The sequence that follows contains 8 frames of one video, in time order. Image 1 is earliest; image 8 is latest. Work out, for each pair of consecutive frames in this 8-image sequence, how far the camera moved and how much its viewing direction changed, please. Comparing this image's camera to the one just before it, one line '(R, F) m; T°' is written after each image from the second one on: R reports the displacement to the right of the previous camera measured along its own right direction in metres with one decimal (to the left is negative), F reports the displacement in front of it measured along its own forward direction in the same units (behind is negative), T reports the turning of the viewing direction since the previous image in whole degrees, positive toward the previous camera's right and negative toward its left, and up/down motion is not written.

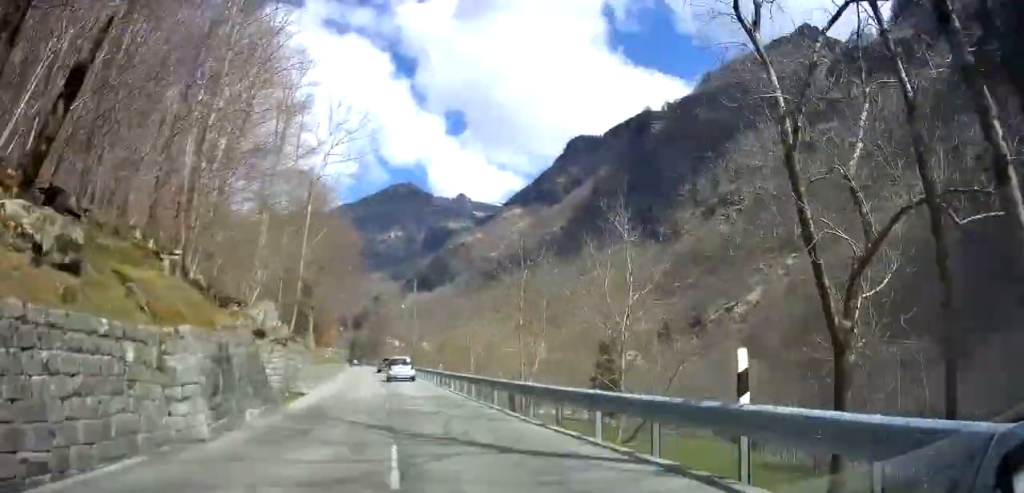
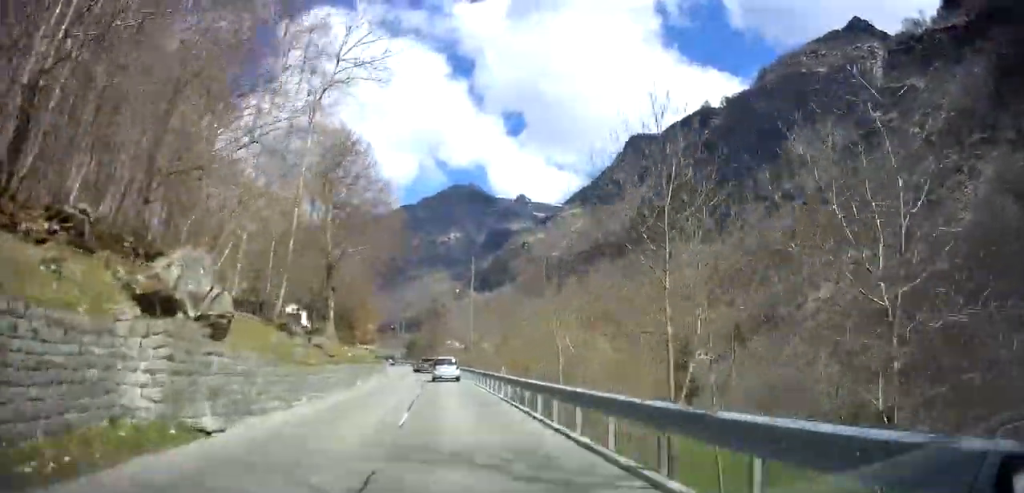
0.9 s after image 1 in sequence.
(-0.3, +11.7) m; -4°
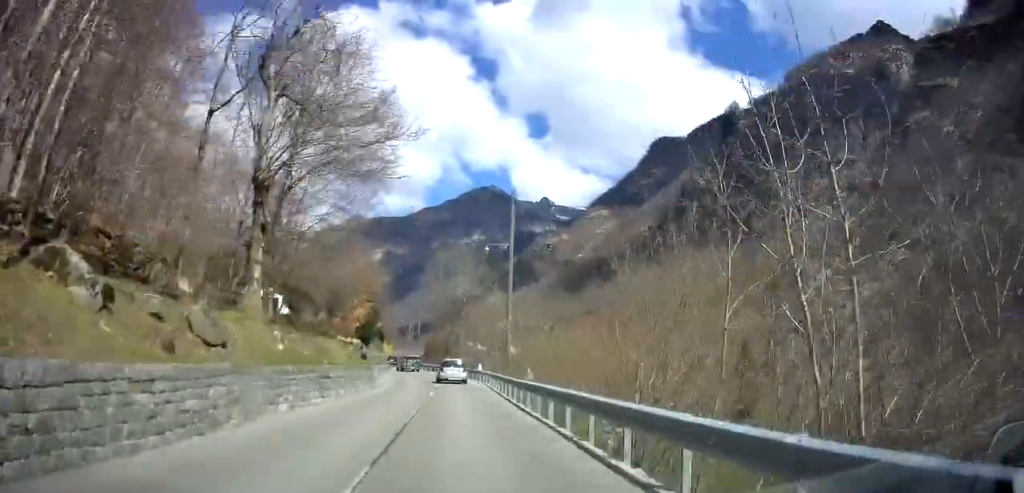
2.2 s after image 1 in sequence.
(-0.8, +16.3) m; -5°
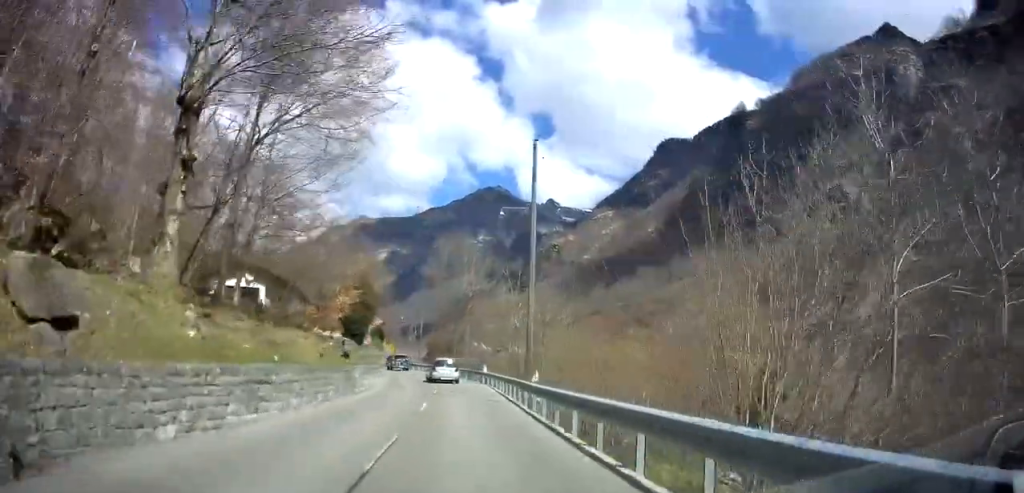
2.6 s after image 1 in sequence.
(-0.1, +6.3) m; -1°
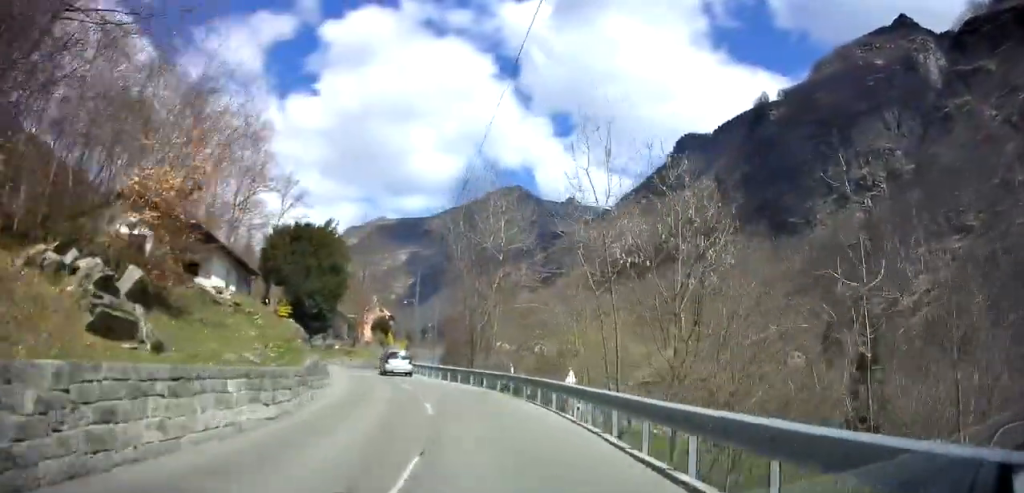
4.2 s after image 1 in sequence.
(-0.6, +20.3) m; -4°
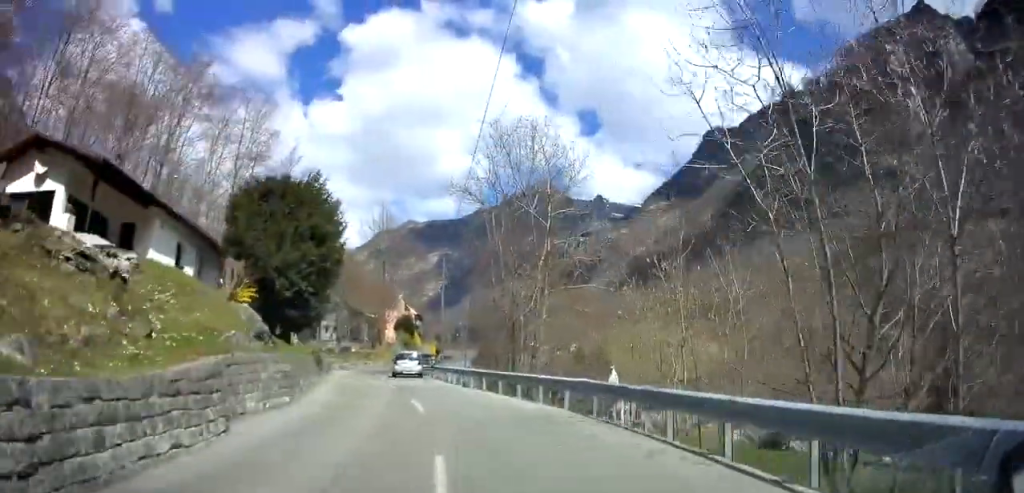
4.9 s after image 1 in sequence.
(-0.2, +9.0) m; -6°
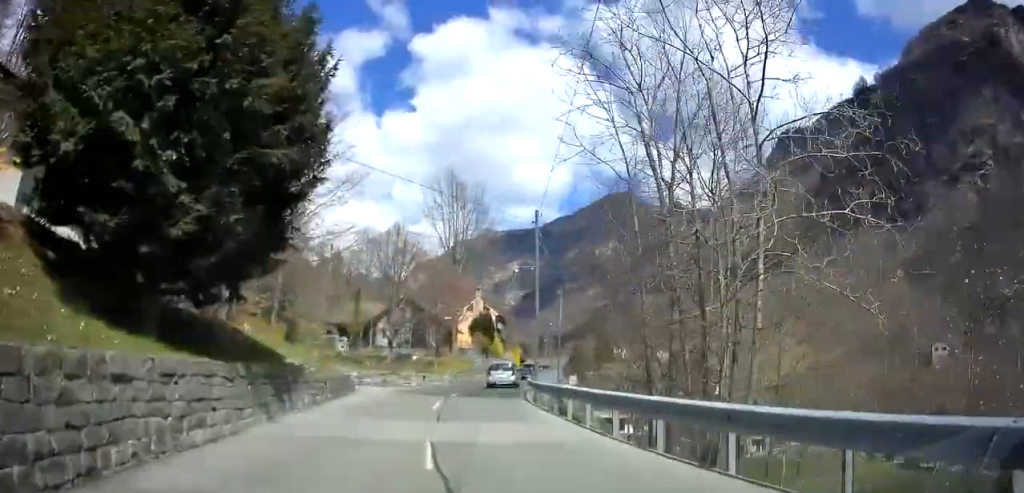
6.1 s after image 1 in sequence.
(-1.9, +15.3) m; -10°
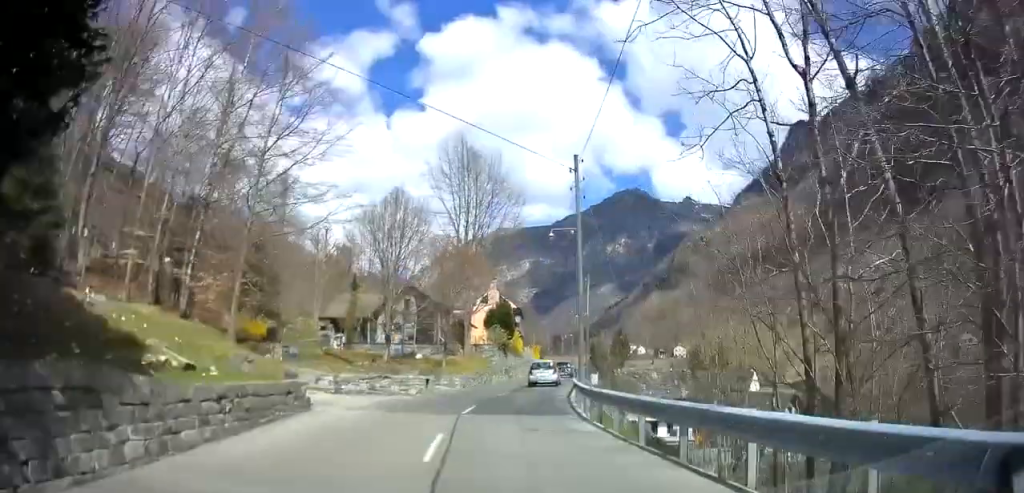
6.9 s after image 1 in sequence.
(0.0, +8.6) m; +3°
